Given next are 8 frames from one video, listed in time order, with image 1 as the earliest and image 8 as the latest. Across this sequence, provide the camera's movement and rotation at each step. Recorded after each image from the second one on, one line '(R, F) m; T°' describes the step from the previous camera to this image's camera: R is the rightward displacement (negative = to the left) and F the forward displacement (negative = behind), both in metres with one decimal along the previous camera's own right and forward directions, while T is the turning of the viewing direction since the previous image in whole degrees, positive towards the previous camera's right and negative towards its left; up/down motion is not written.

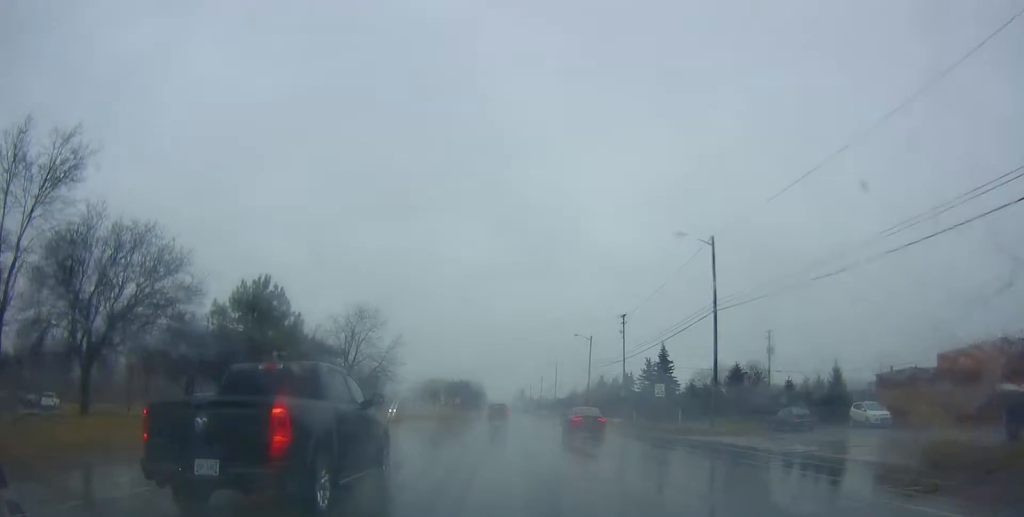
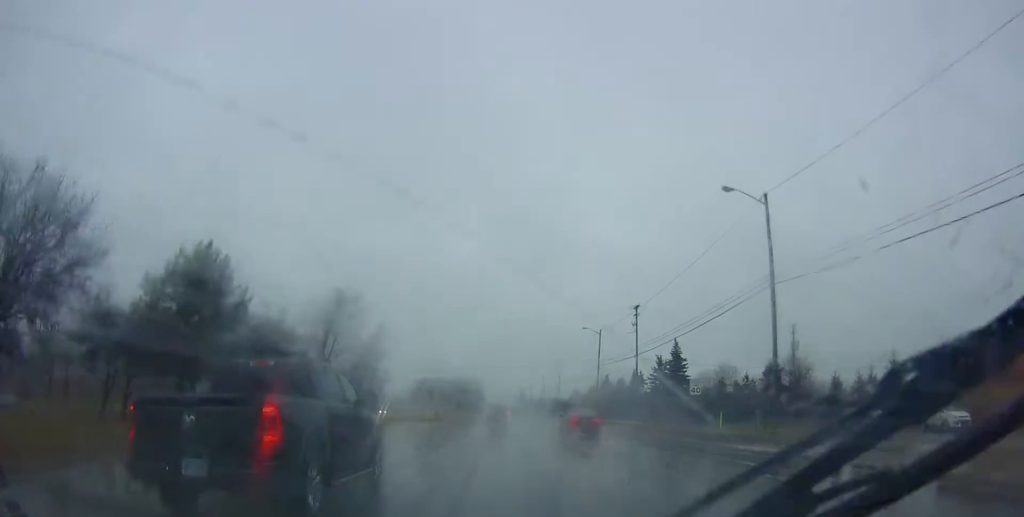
(-0.3, +8.1) m; 0°
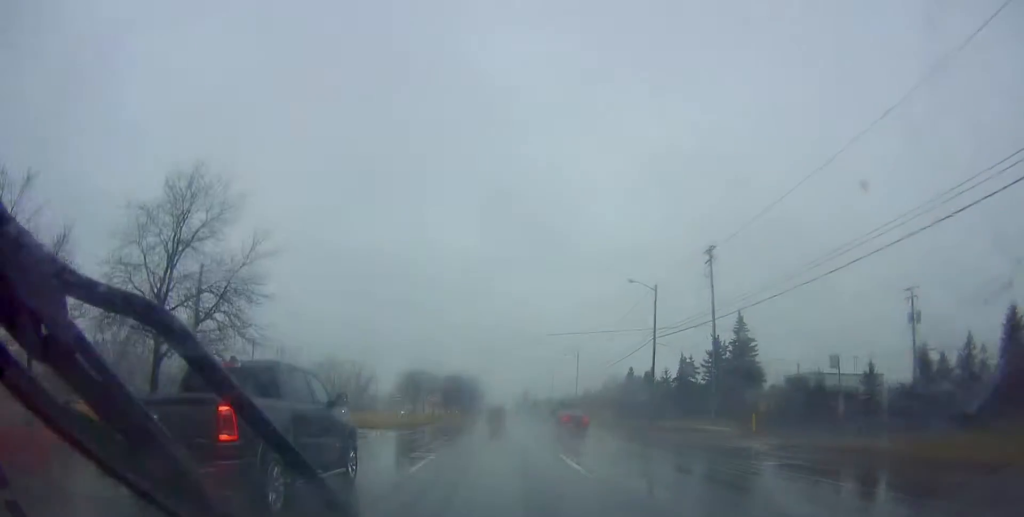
(+0.5, +27.4) m; +2°
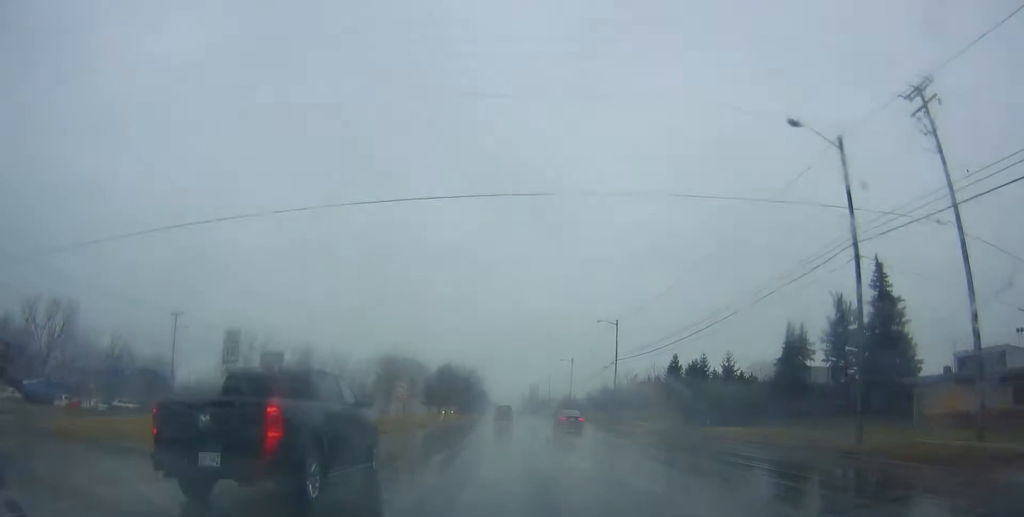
(-0.6, +29.3) m; -3°
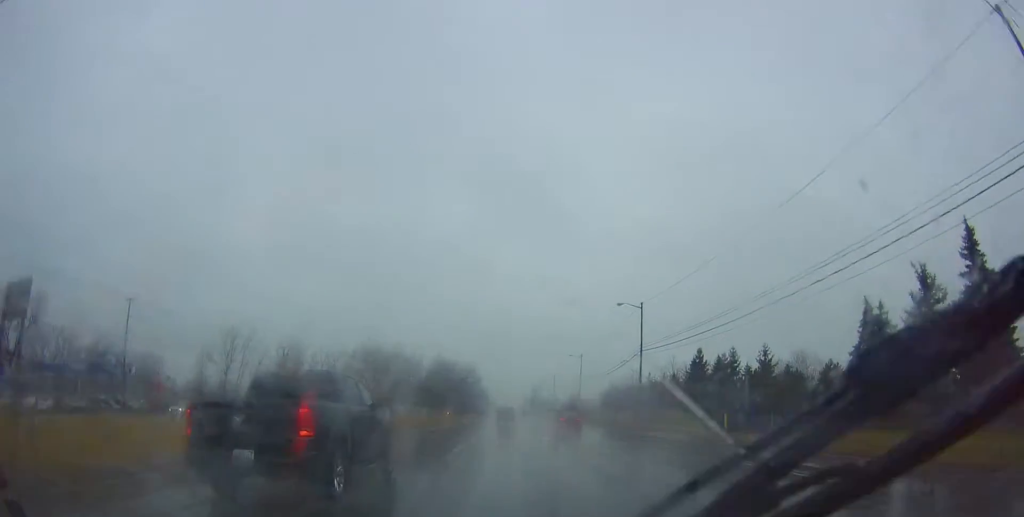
(-0.1, +11.9) m; 0°
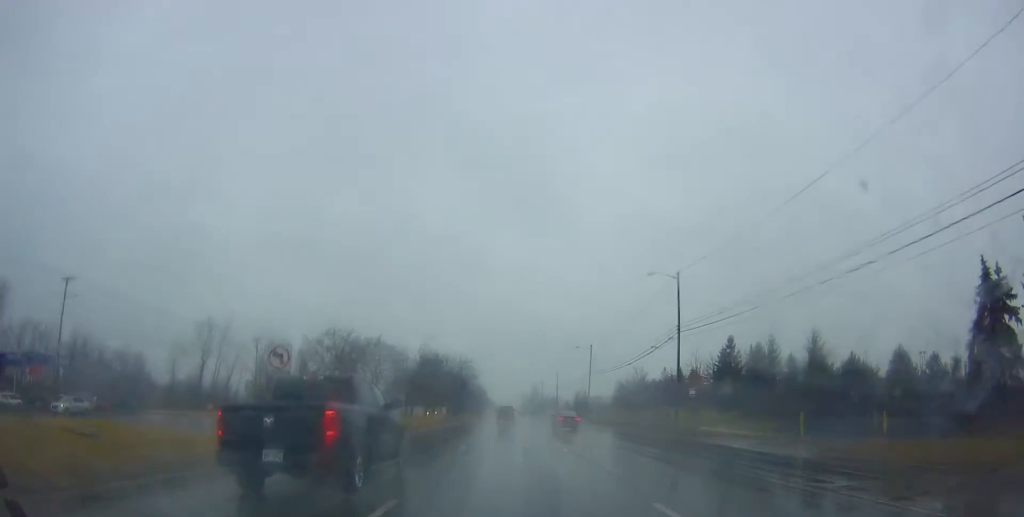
(-0.1, +12.6) m; +1°
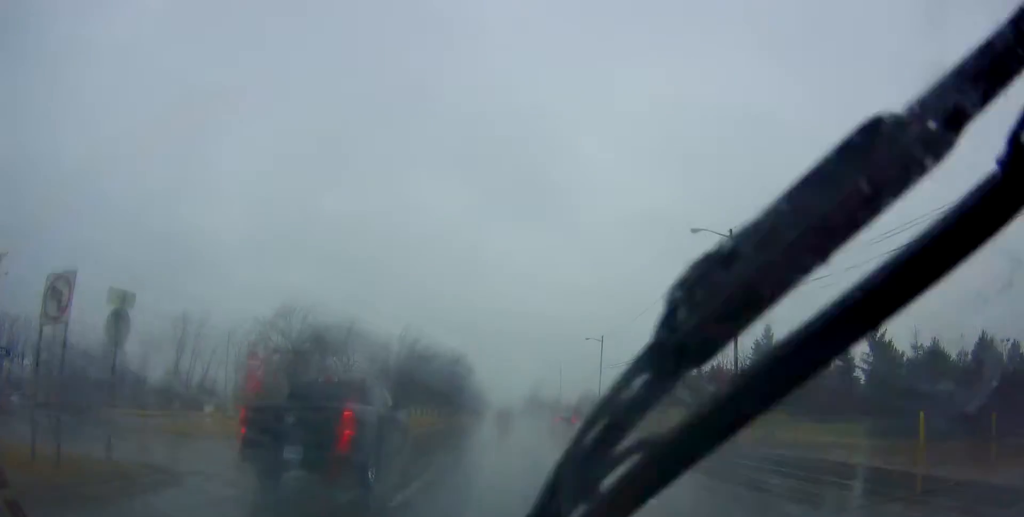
(+0.5, +11.4) m; 0°
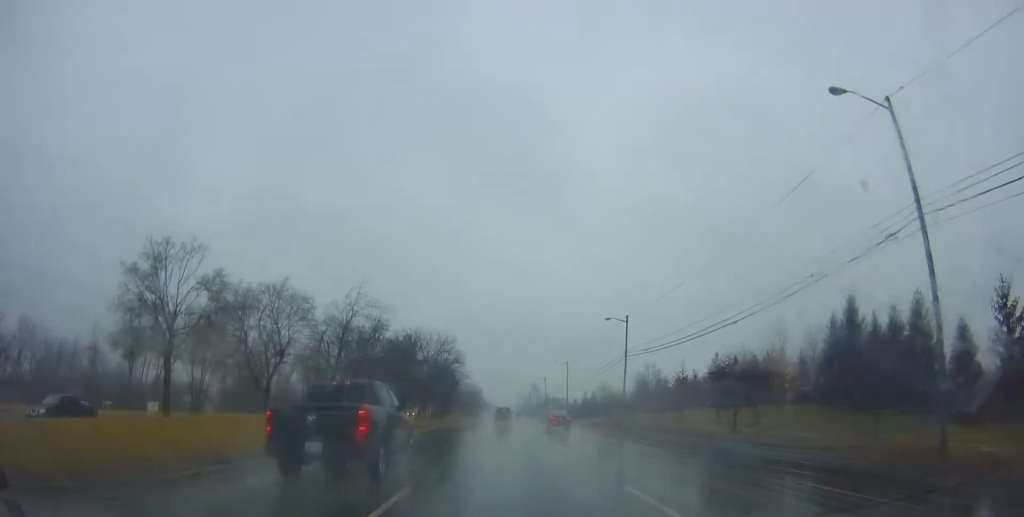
(-0.2, +17.2) m; -1°
